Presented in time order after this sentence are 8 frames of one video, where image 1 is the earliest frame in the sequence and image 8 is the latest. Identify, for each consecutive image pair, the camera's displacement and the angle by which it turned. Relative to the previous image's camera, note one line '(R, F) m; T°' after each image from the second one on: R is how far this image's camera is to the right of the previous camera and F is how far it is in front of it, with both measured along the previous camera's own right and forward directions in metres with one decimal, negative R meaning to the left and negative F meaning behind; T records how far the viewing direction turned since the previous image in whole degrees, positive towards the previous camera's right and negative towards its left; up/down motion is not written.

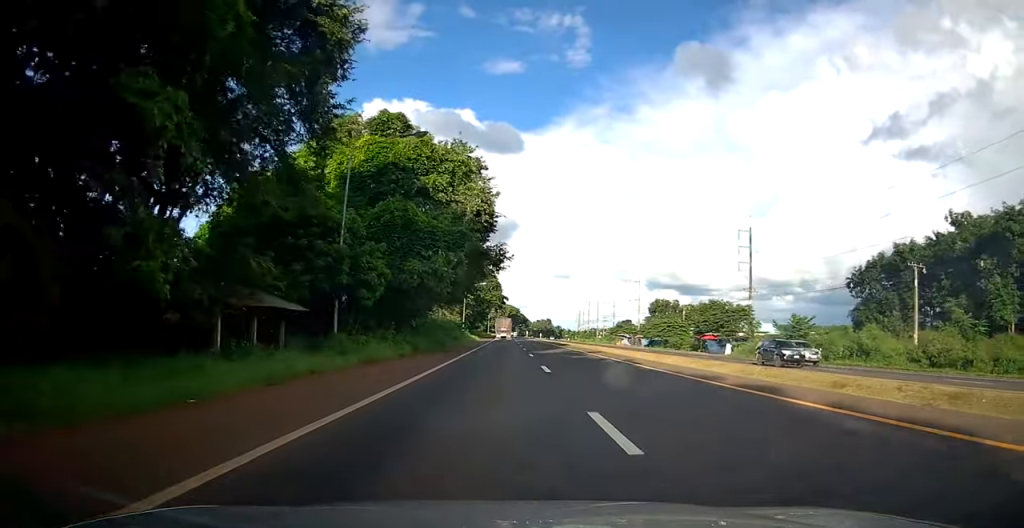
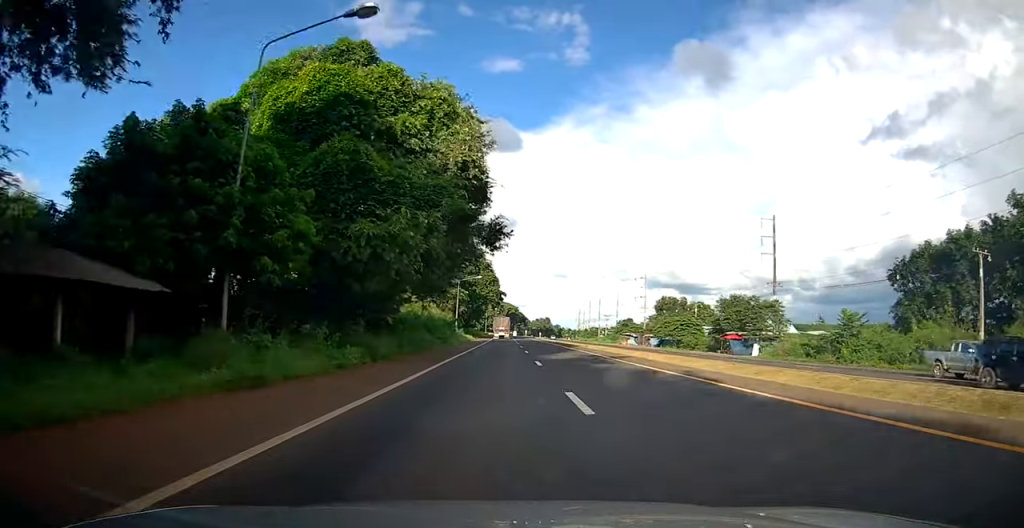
(-0.1, +9.3) m; 0°
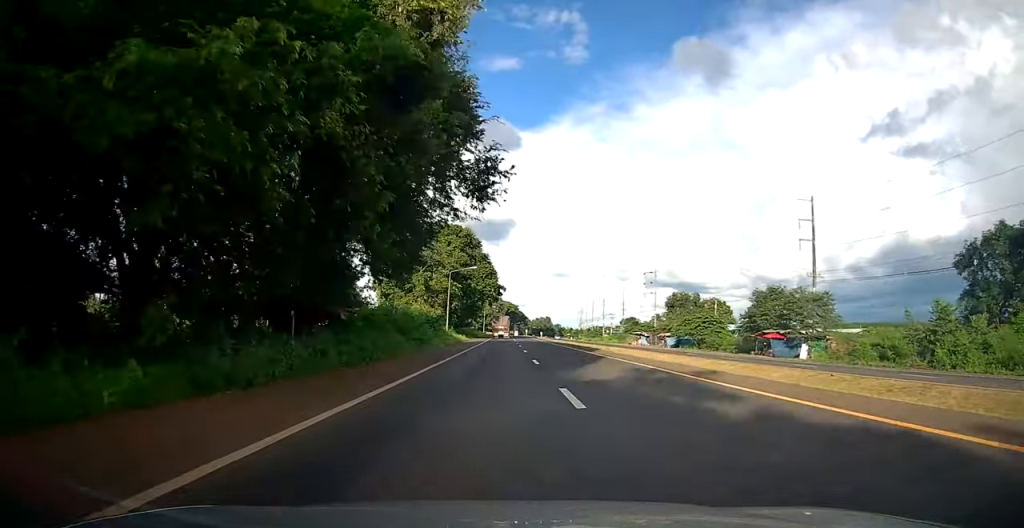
(0.0, +11.6) m; 0°
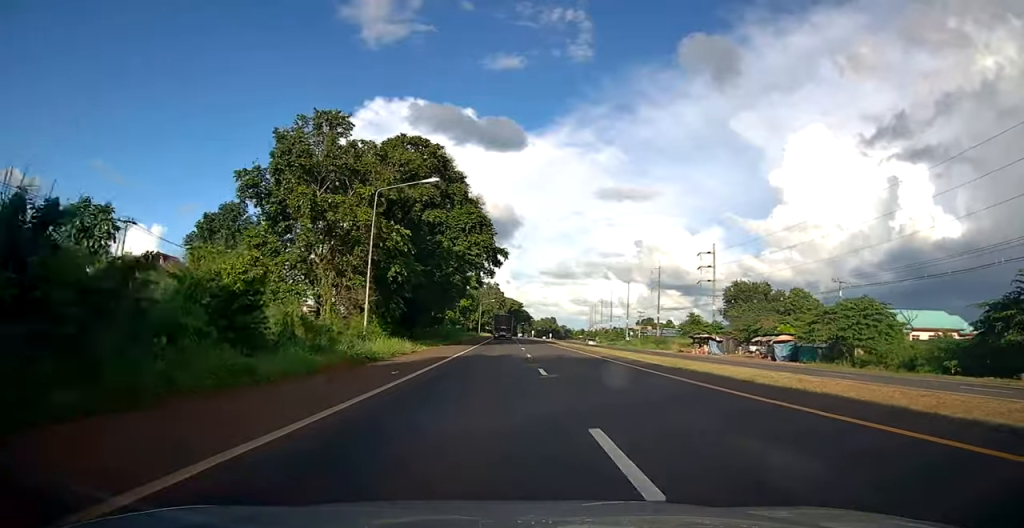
(-0.2, +40.7) m; -2°
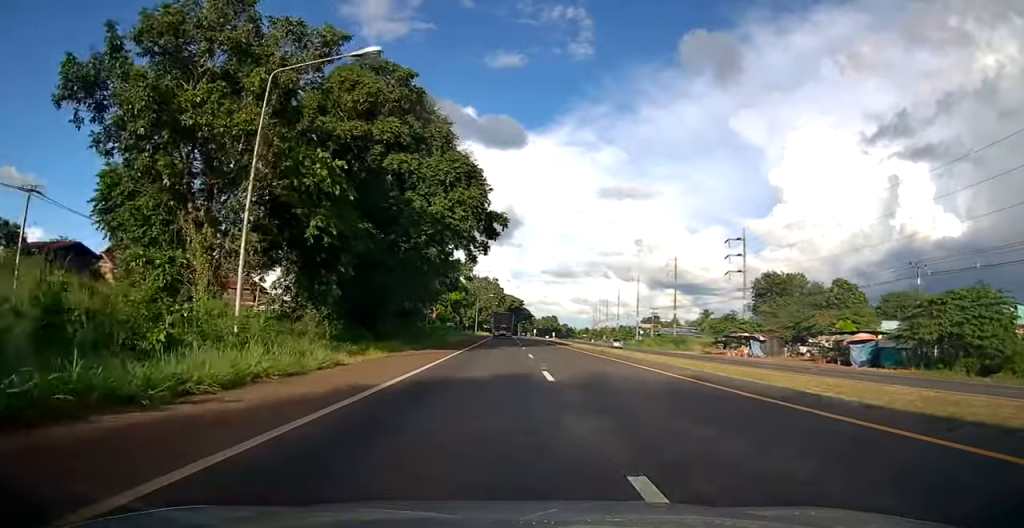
(-0.1, +14.2) m; 0°
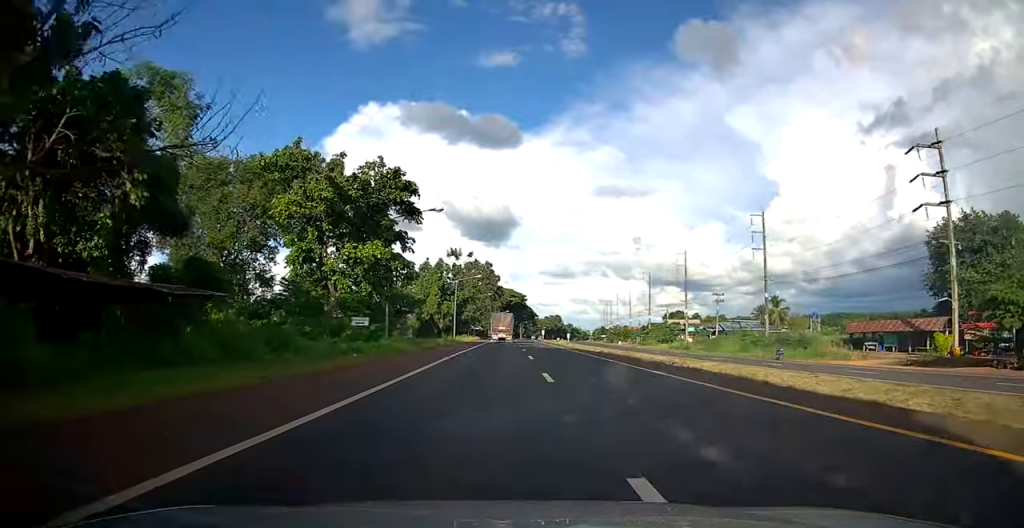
(-0.1, +47.3) m; +1°
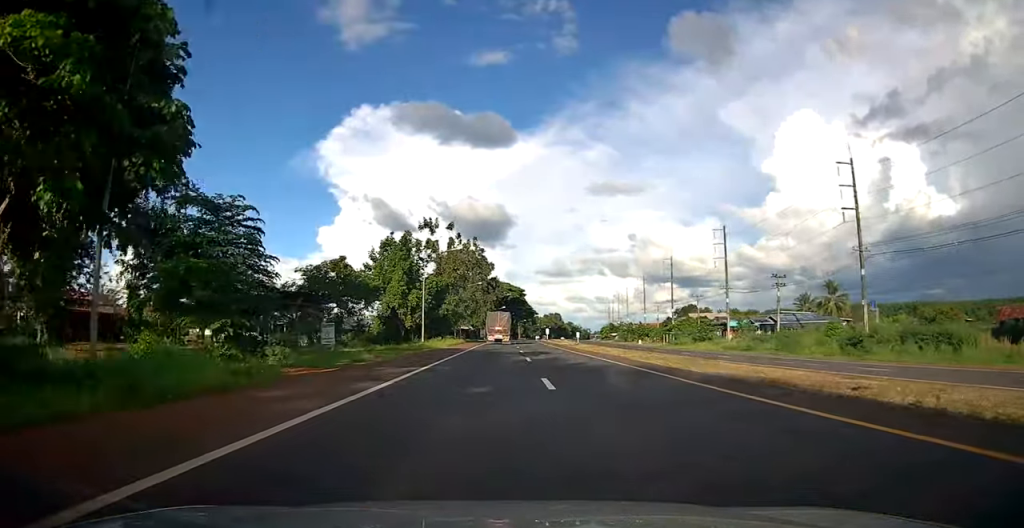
(+0.5, +25.5) m; +2°
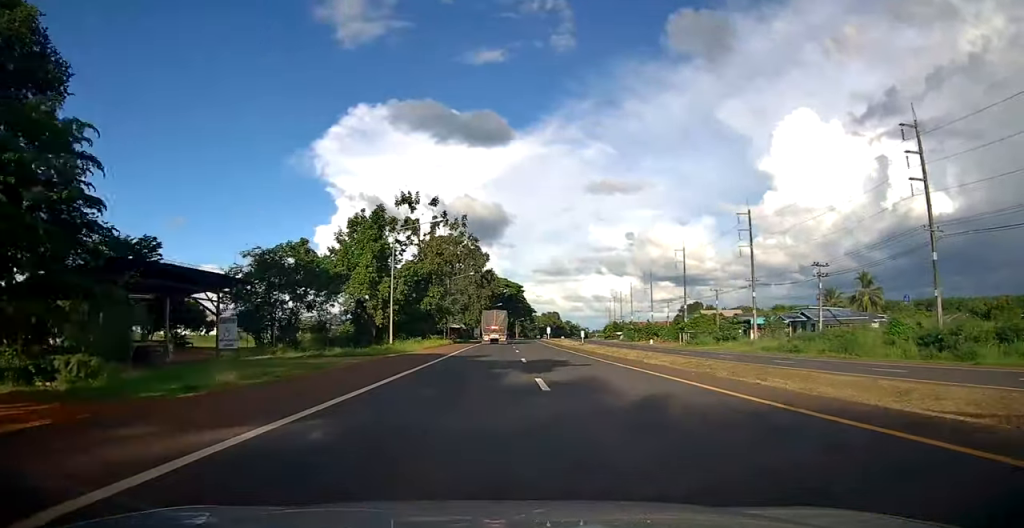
(0.0, +12.5) m; 0°
